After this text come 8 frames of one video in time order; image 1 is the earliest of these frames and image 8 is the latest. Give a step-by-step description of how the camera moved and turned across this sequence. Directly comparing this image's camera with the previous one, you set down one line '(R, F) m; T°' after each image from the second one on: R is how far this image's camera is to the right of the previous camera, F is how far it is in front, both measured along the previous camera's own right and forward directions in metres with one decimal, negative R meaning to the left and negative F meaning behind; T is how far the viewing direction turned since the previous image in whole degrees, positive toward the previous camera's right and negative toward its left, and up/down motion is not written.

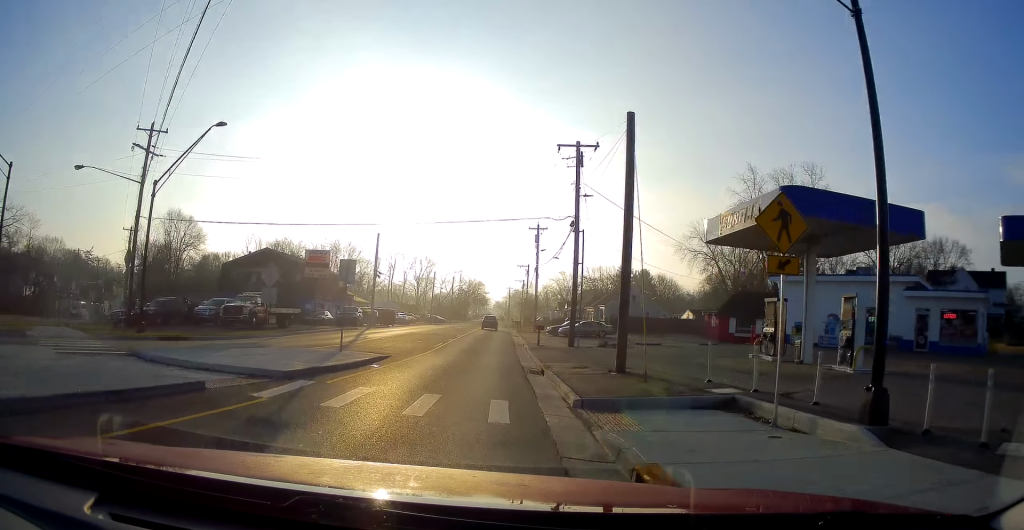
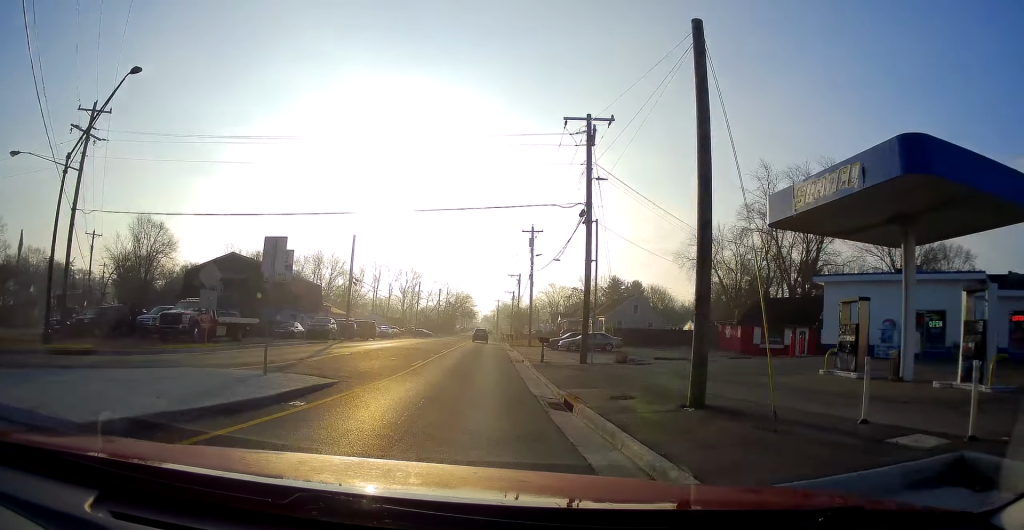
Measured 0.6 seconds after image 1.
(-0.1, +6.3) m; -1°
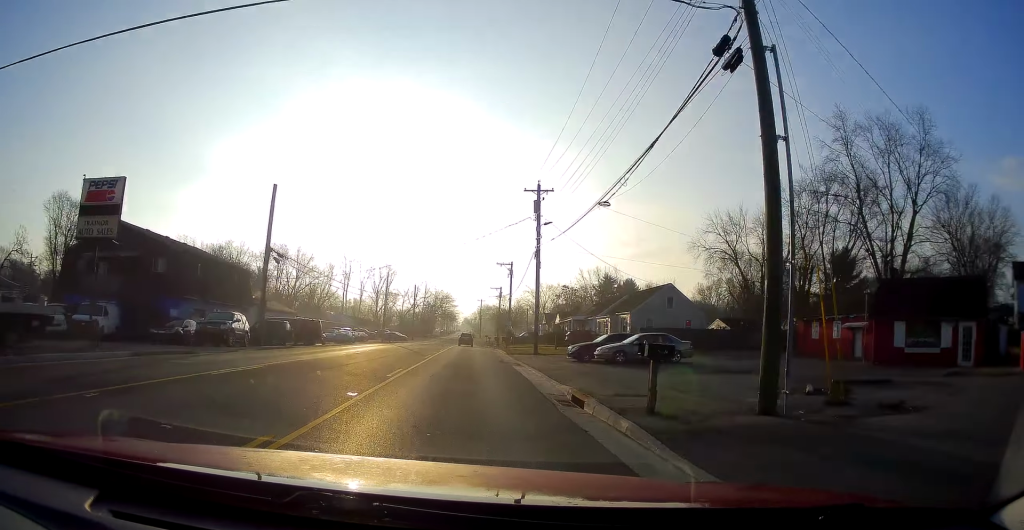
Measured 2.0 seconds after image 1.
(+0.1, +17.7) m; +1°
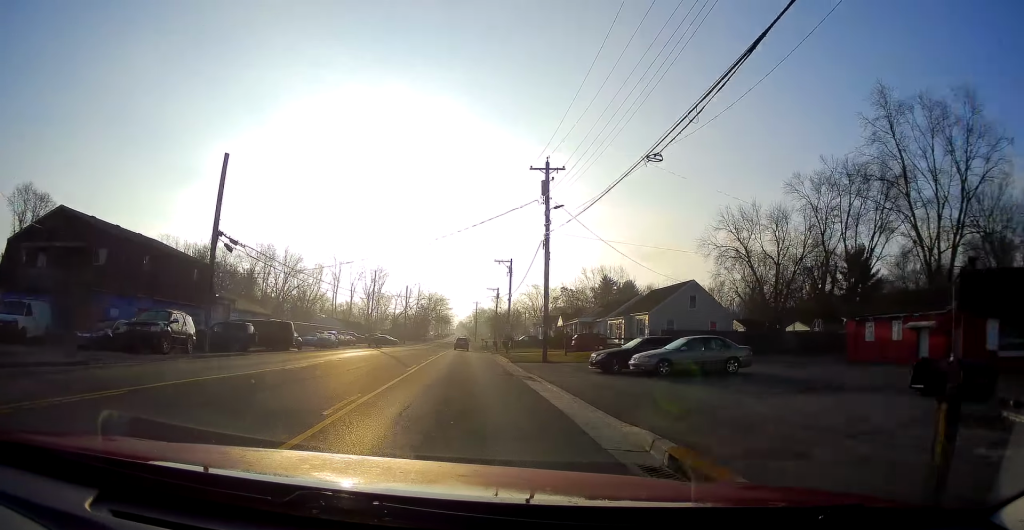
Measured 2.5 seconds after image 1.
(+0.1, +6.7) m; 0°
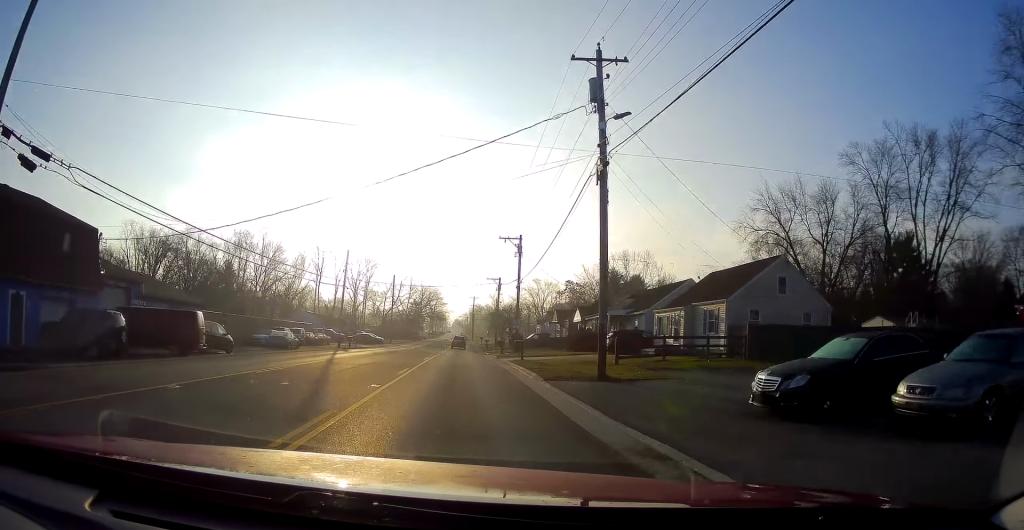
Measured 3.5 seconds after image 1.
(-0.3, +15.1) m; 0°
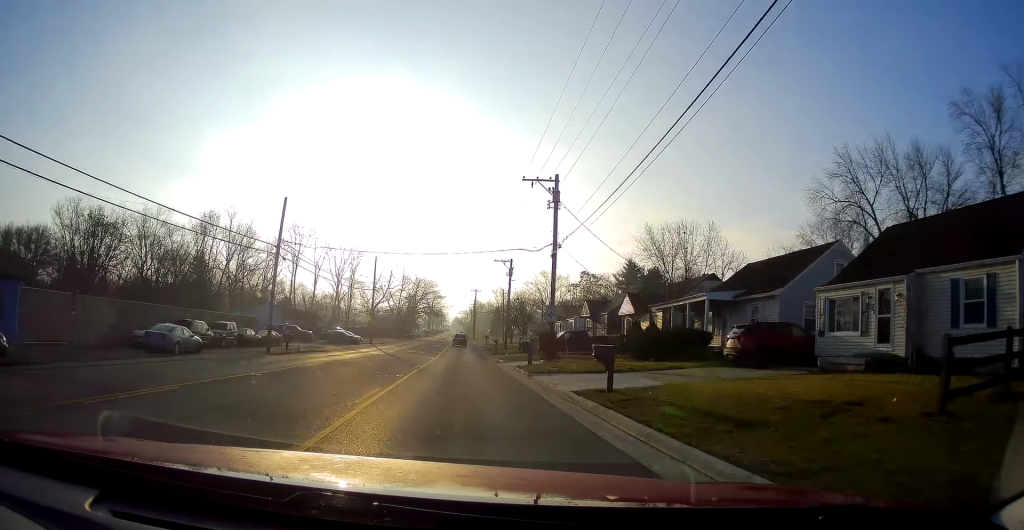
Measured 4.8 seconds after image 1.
(+0.7, +20.8) m; +2°
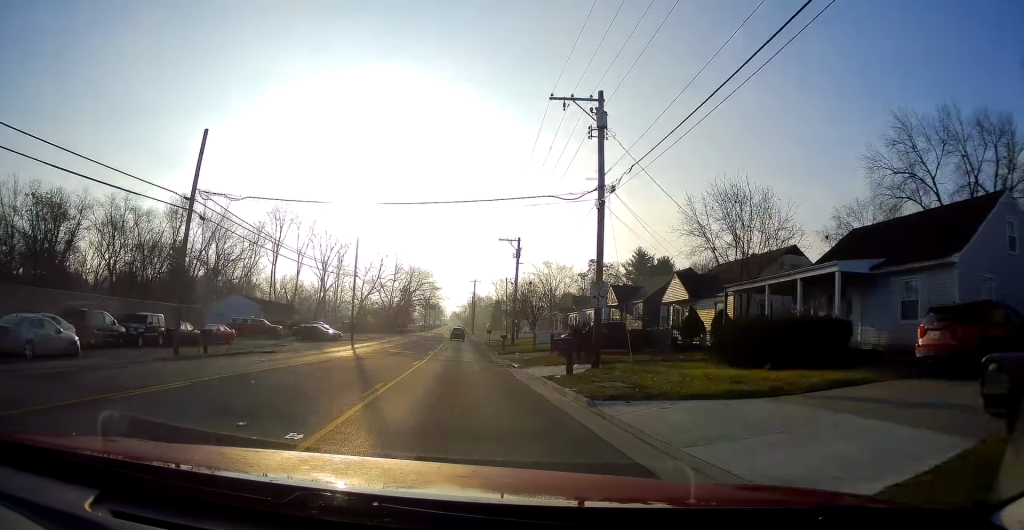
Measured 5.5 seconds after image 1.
(+0.1, +11.8) m; -1°
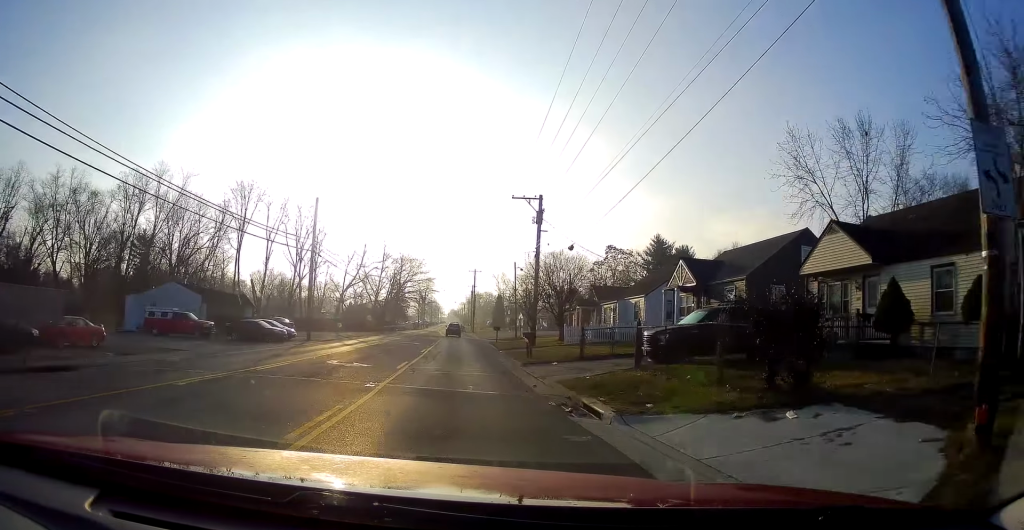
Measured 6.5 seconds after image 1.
(-0.5, +17.6) m; -2°
